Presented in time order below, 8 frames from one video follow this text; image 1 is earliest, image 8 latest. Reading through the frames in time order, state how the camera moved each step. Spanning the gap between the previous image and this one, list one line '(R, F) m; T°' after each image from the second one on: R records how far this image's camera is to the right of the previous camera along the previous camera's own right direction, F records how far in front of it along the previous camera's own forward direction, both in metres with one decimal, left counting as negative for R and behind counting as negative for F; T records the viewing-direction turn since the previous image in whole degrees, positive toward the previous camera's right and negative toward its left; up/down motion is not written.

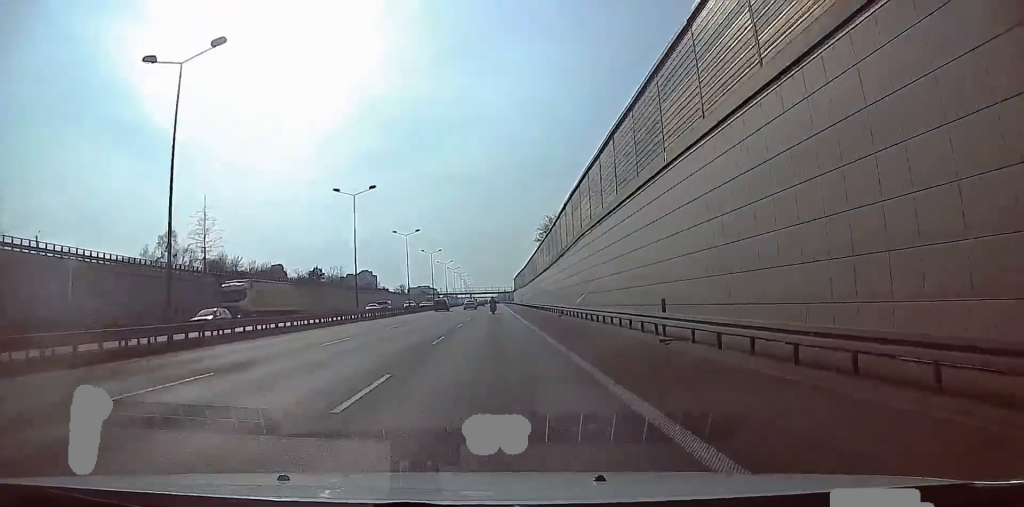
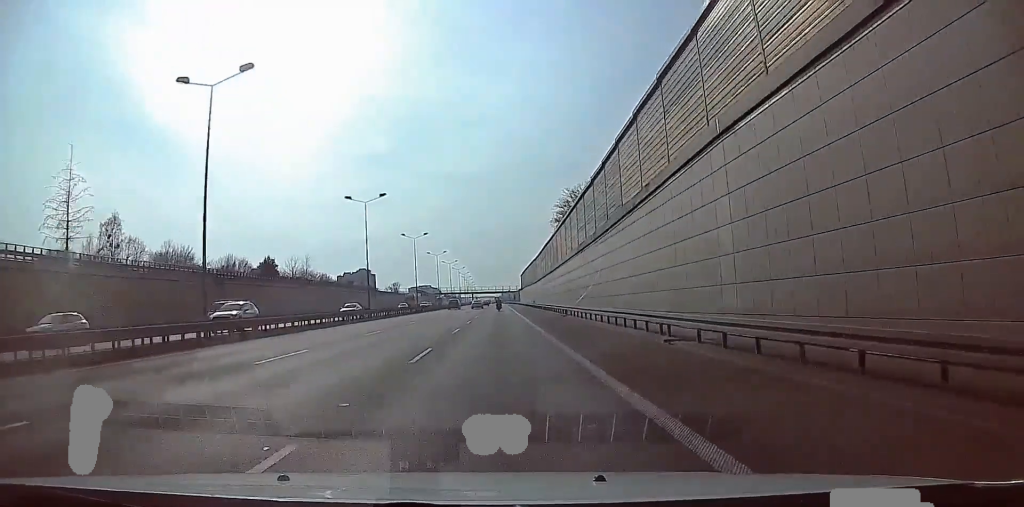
(+0.8, +29.9) m; +2°
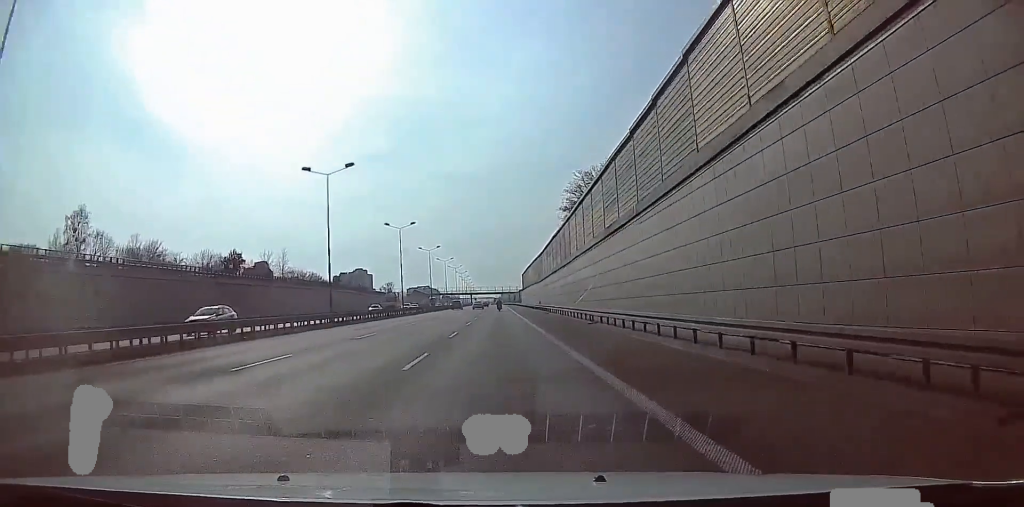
(0.0, +13.5) m; -1°
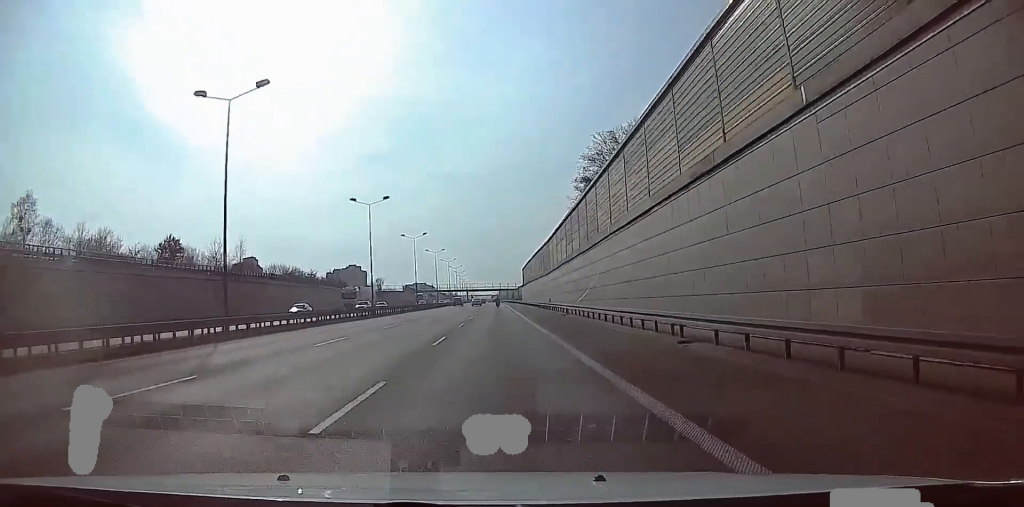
(-0.3, +17.7) m; -2°
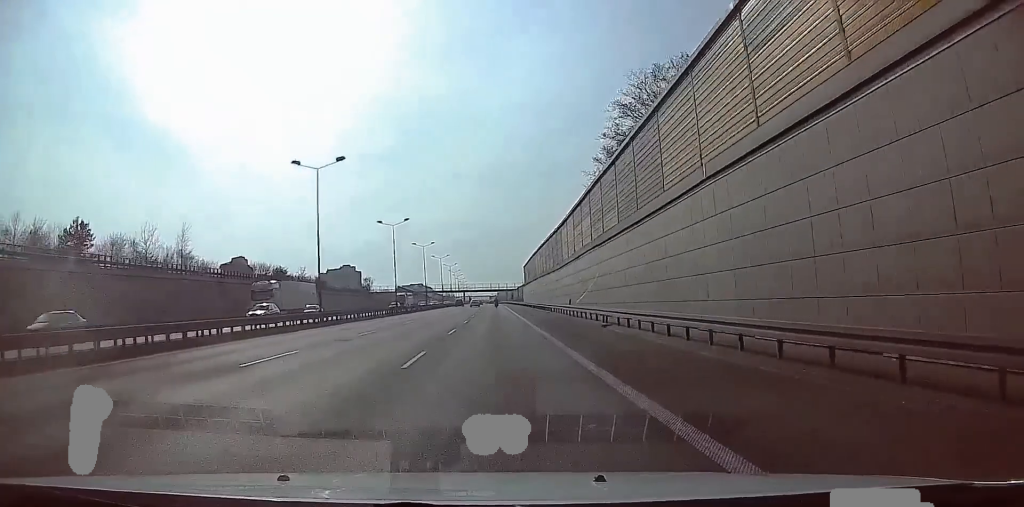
(-0.3, +17.7) m; -1°
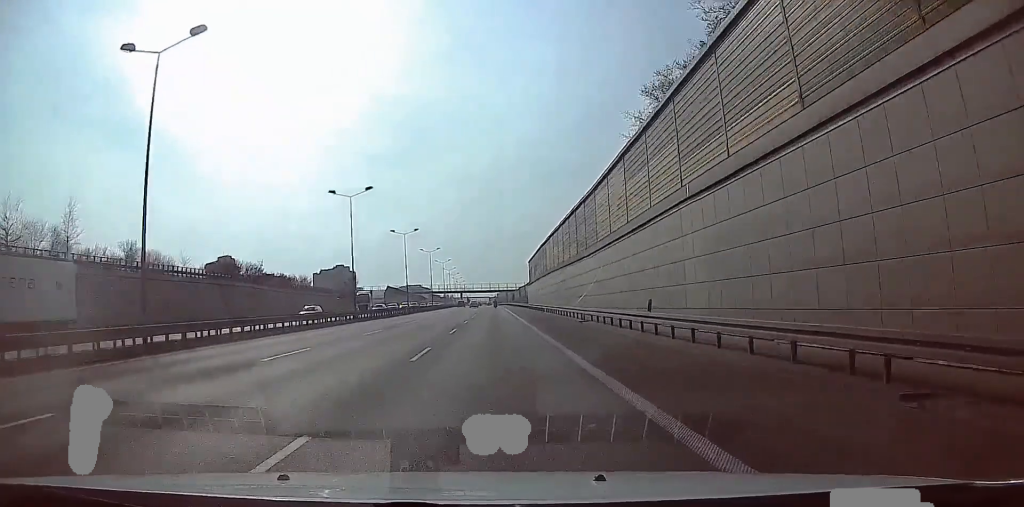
(0.0, +22.6) m; 0°
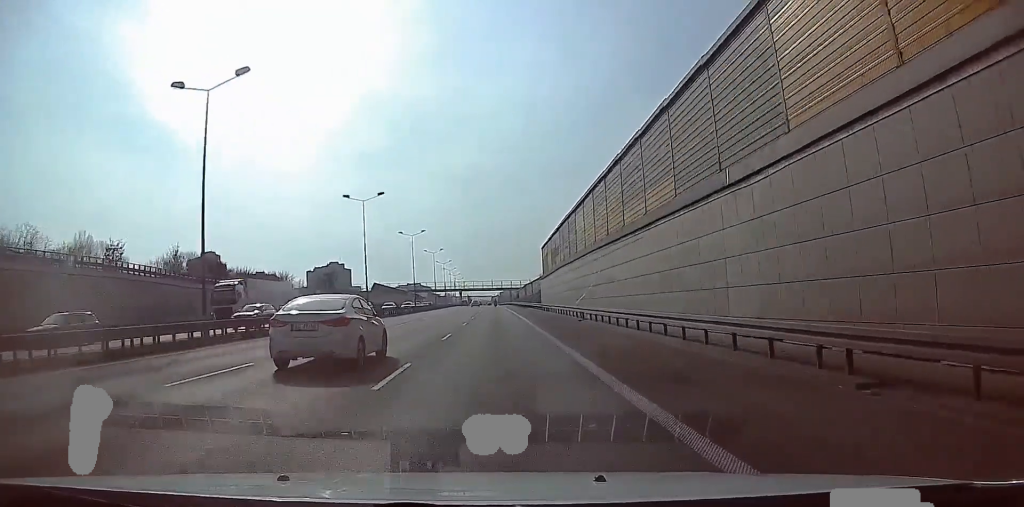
(0.0, +29.0) m; 0°
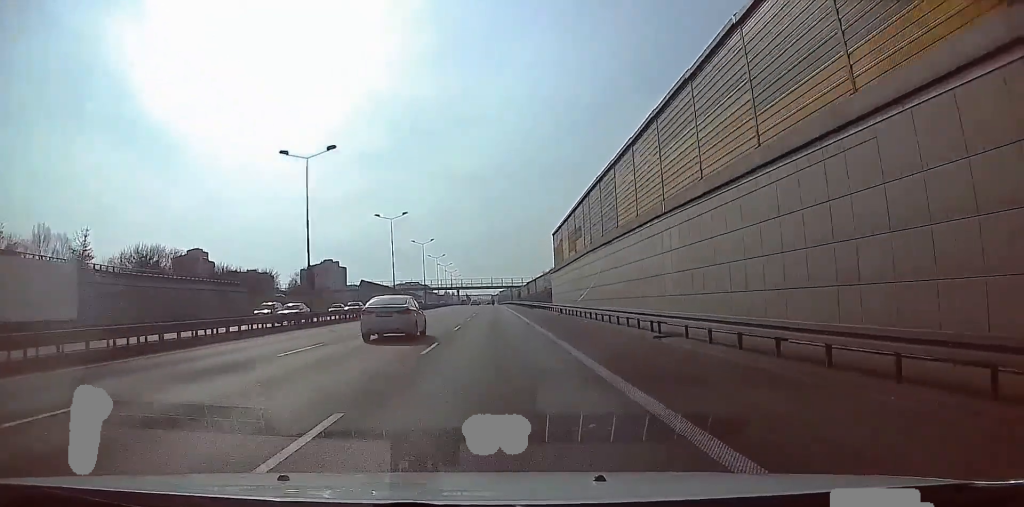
(0.0, +18.4) m; 0°
